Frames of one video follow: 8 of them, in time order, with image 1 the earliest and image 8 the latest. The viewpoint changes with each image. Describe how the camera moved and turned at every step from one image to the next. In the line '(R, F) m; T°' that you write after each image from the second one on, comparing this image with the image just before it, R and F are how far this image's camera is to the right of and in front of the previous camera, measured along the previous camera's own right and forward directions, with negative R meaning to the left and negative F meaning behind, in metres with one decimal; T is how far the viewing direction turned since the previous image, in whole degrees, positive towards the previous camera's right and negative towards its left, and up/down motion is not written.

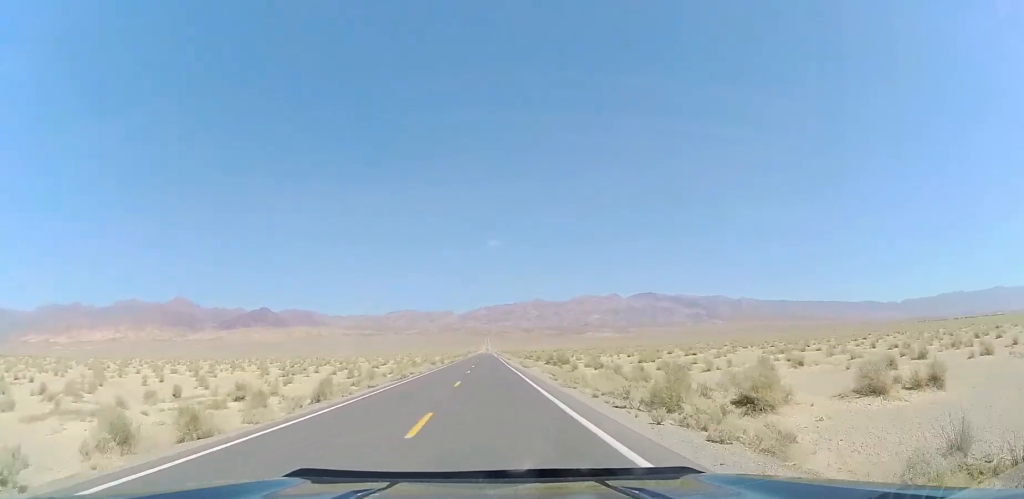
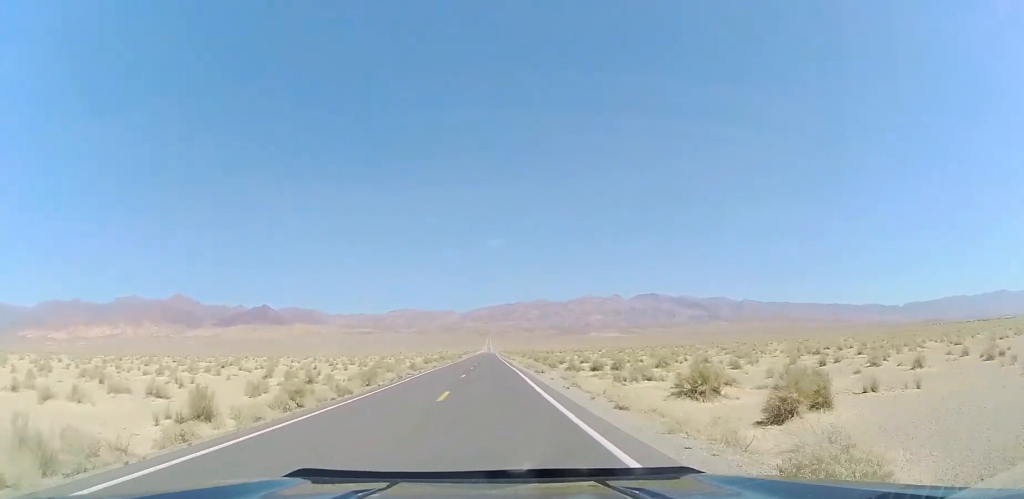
(+0.2, +50.9) m; 0°
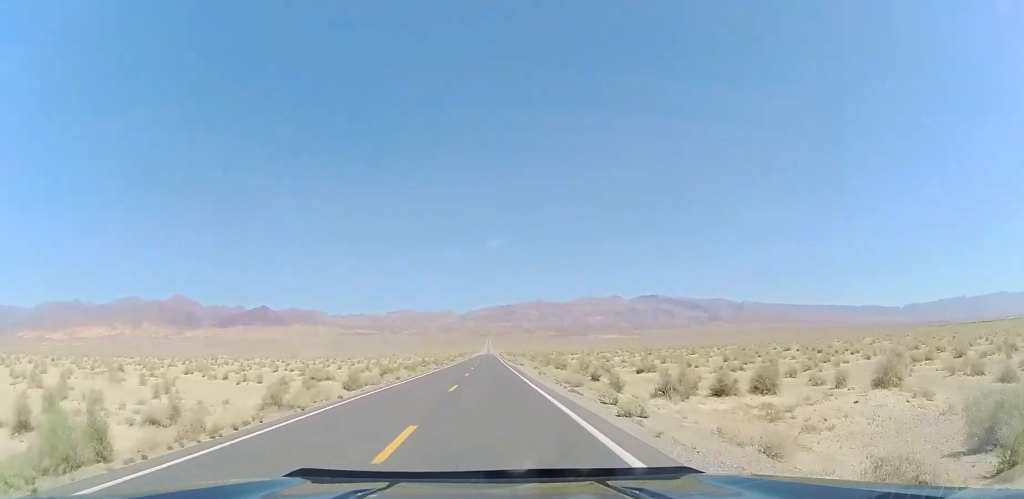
(0.0, +24.5) m; 0°
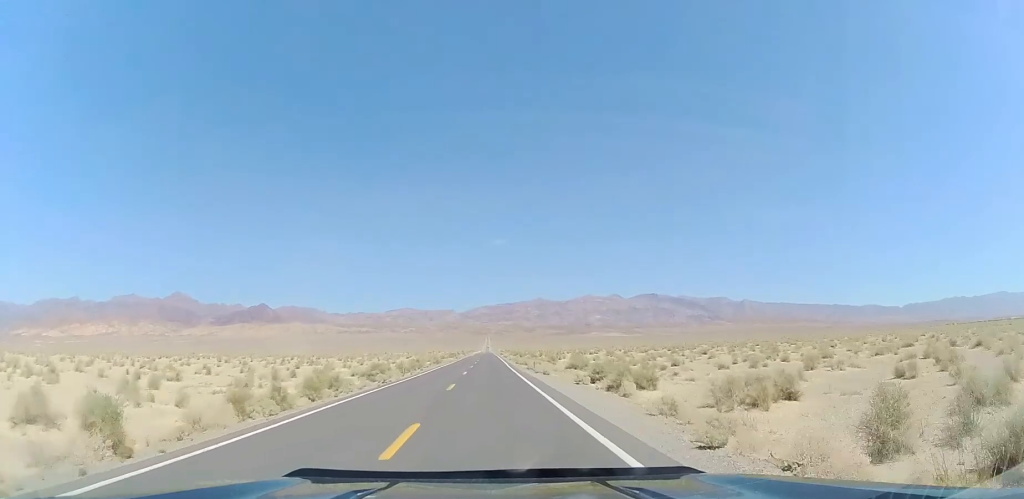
(0.0, +28.9) m; 0°
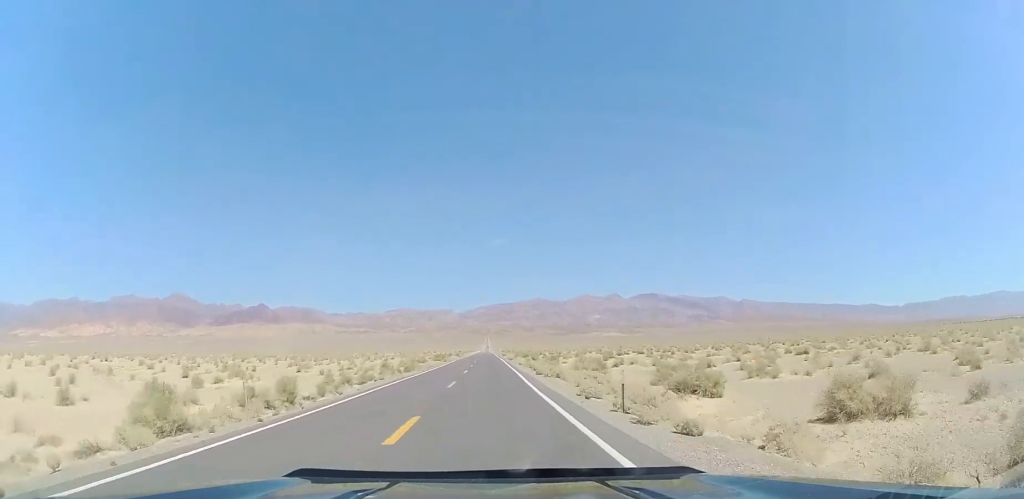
(0.0, +27.8) m; 0°
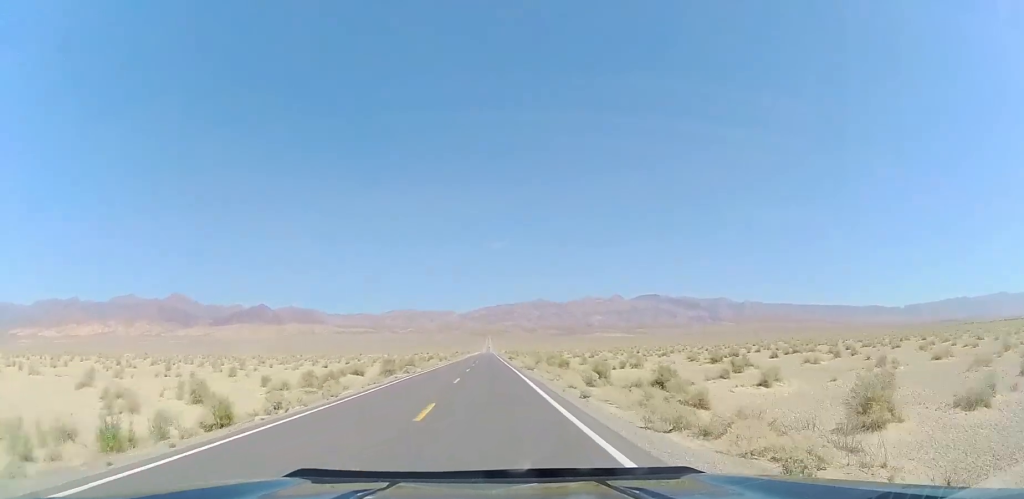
(0.0, +40.1) m; 0°
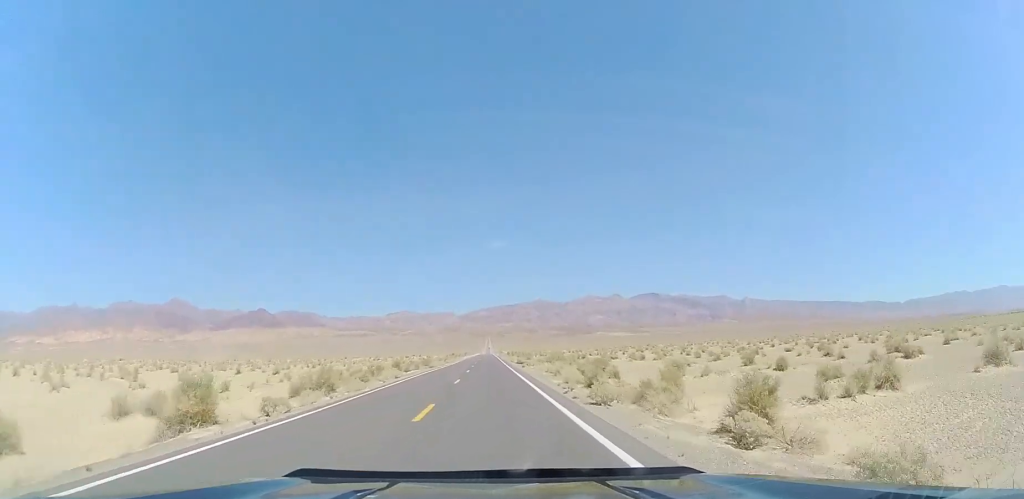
(0.0, +29.1) m; 0°
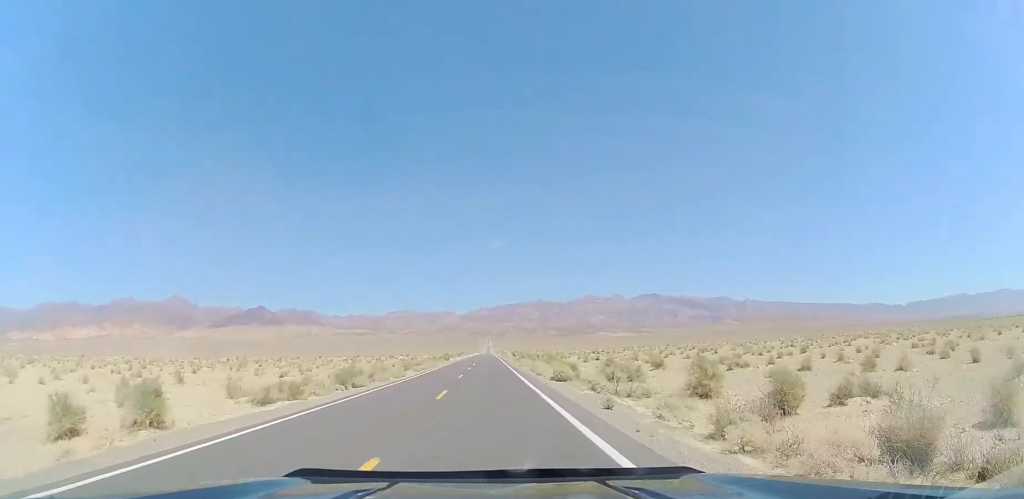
(0.0, +38.1) m; 0°
